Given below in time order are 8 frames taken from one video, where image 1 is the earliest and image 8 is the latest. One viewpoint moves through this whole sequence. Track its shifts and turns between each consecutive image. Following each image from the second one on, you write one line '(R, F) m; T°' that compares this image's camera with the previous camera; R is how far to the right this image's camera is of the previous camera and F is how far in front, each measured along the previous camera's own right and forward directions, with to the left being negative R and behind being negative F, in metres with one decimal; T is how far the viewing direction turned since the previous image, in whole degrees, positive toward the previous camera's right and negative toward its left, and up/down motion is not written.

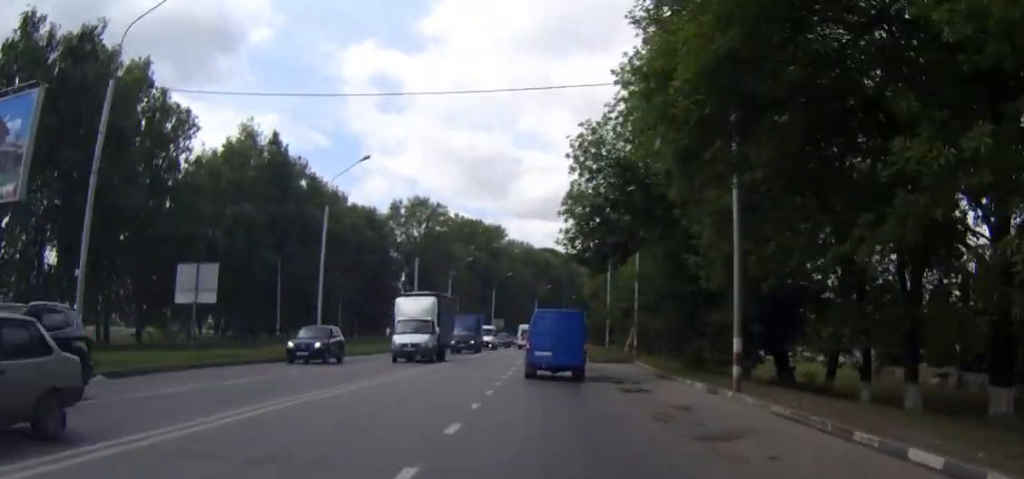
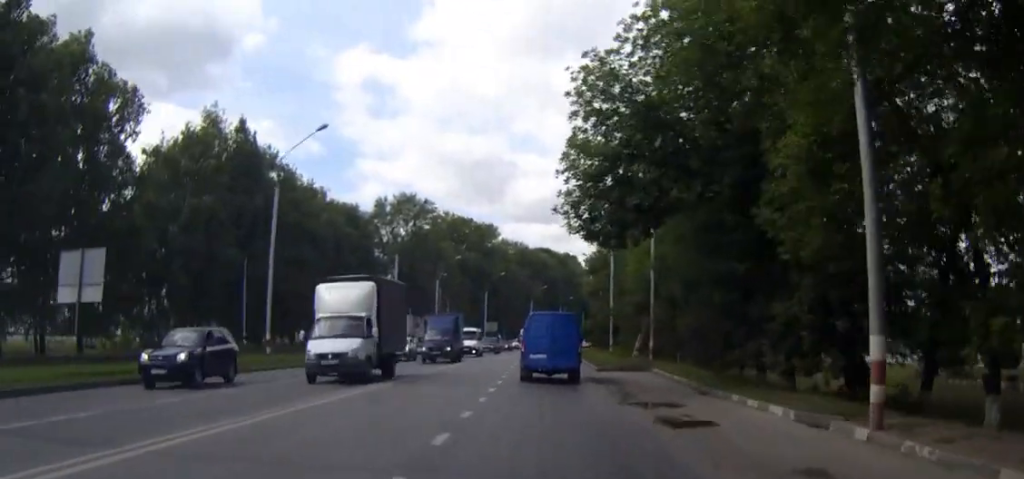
(0.0, +8.7) m; +1°
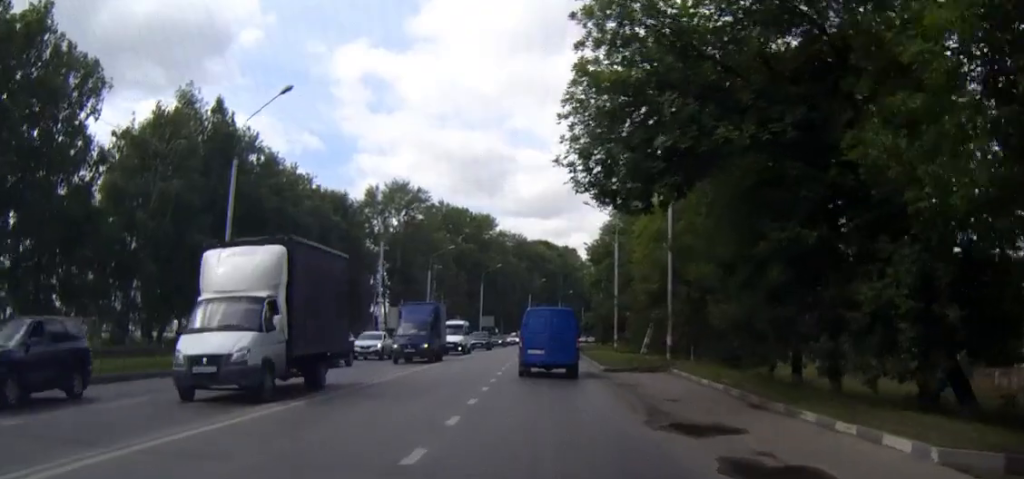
(+0.1, +5.9) m; +1°
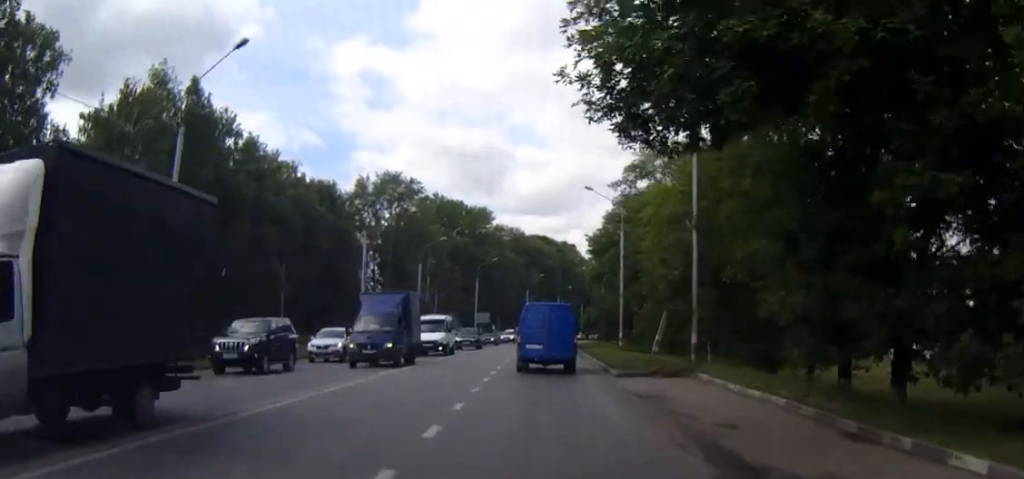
(0.0, +5.9) m; 0°
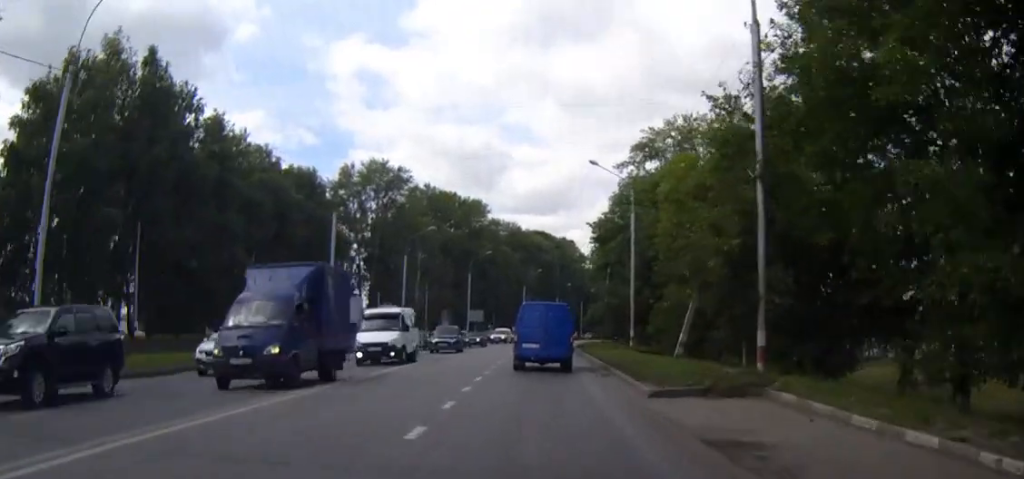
(+0.1, +8.9) m; 0°
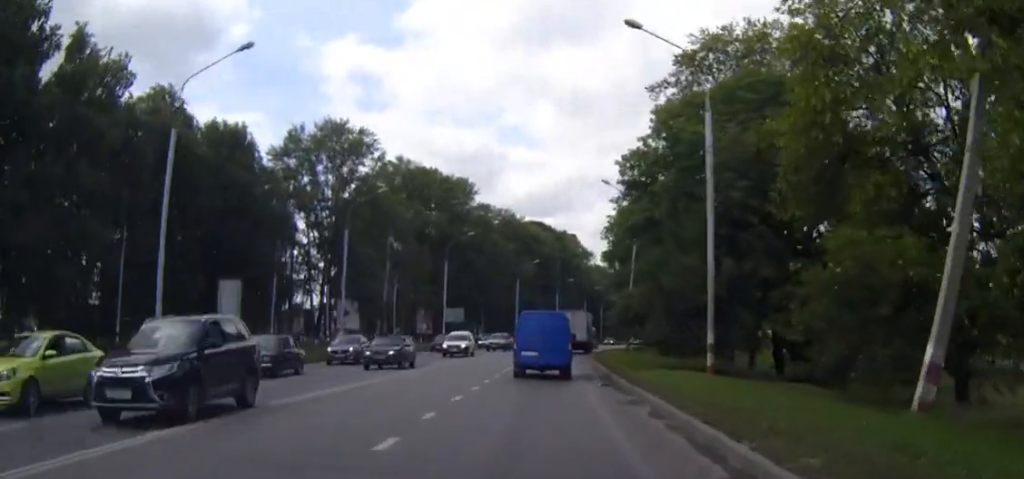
(-0.6, +24.6) m; -2°
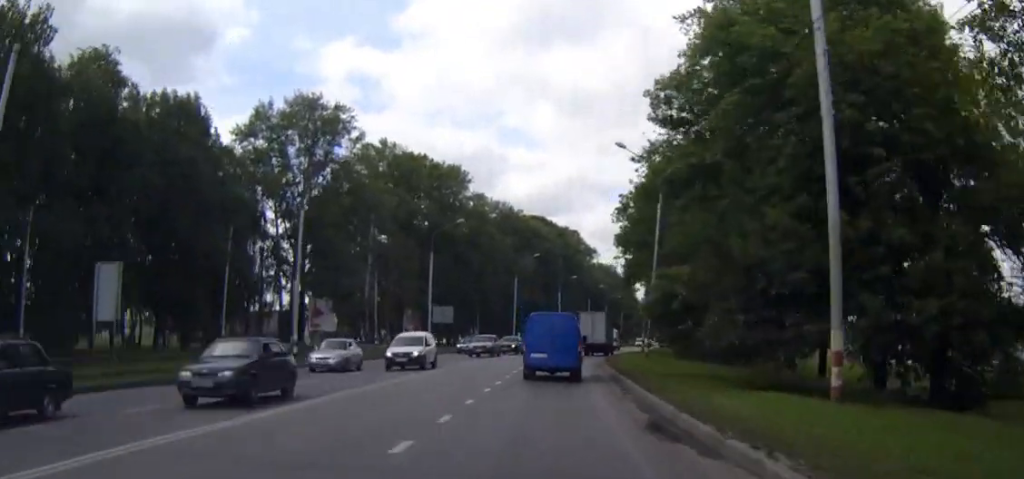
(-0.1, +11.4) m; 0°
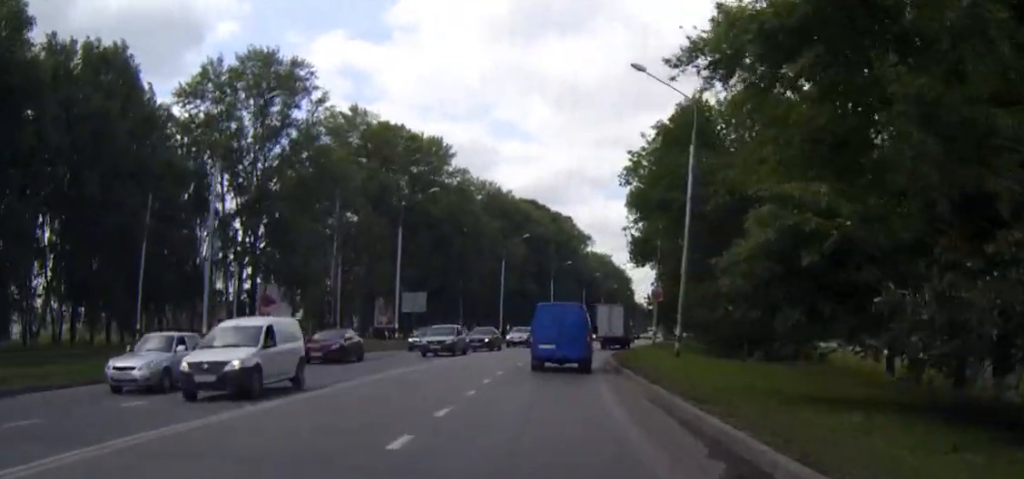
(0.0, +12.5) m; +1°
